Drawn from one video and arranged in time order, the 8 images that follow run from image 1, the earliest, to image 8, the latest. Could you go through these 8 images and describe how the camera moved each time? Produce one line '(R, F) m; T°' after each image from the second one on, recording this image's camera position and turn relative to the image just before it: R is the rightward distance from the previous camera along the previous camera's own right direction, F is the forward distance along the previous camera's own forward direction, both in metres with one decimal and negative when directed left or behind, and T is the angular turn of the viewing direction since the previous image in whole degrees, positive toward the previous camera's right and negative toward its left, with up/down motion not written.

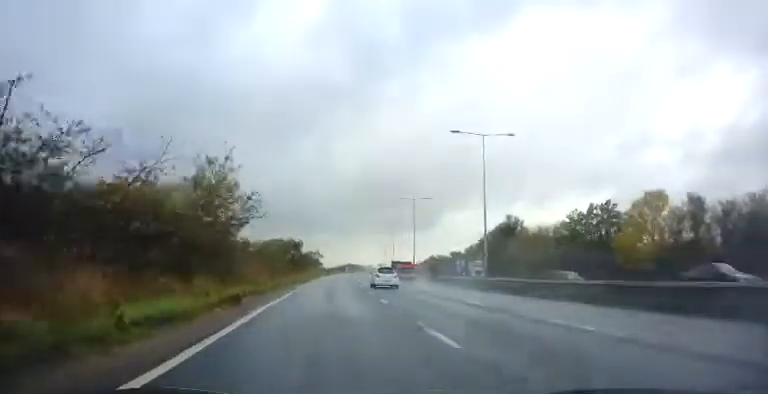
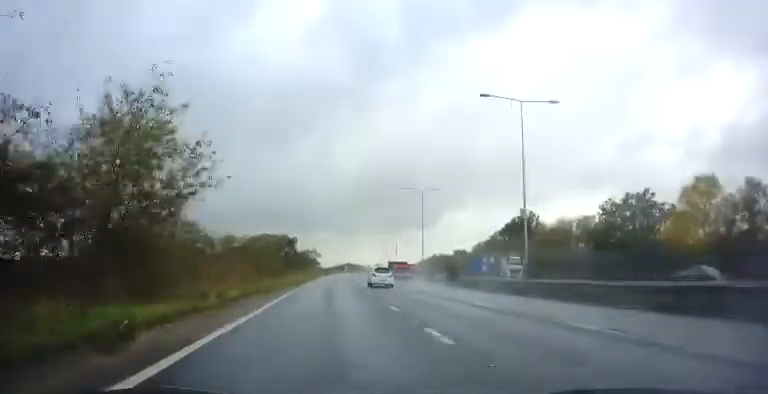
(-0.3, +8.1) m; +1°
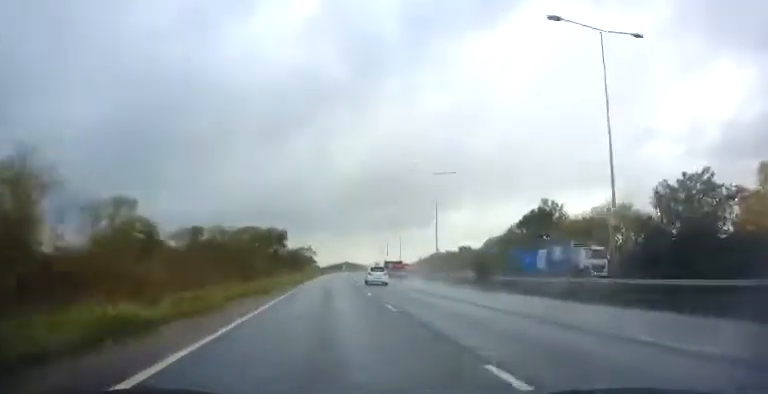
(+0.3, +10.1) m; +1°
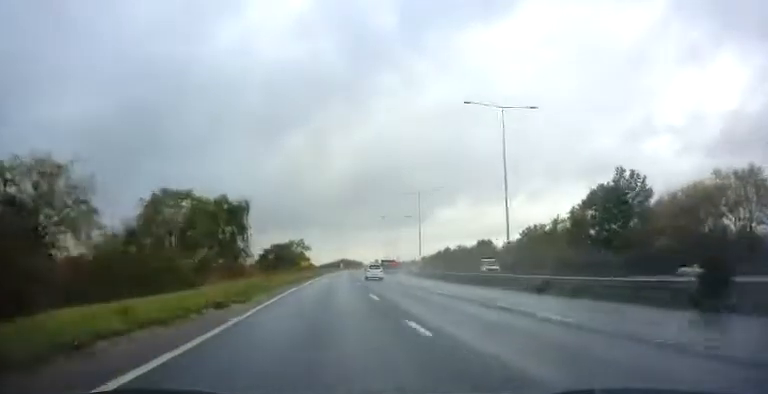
(+0.6, +22.3) m; +1°
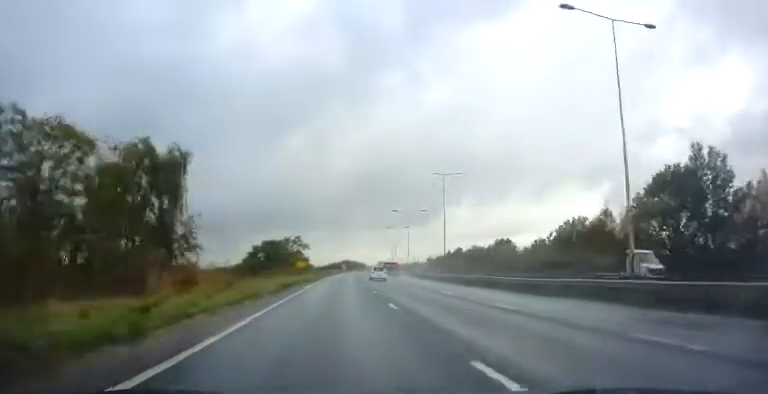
(-0.2, +13.6) m; -1°
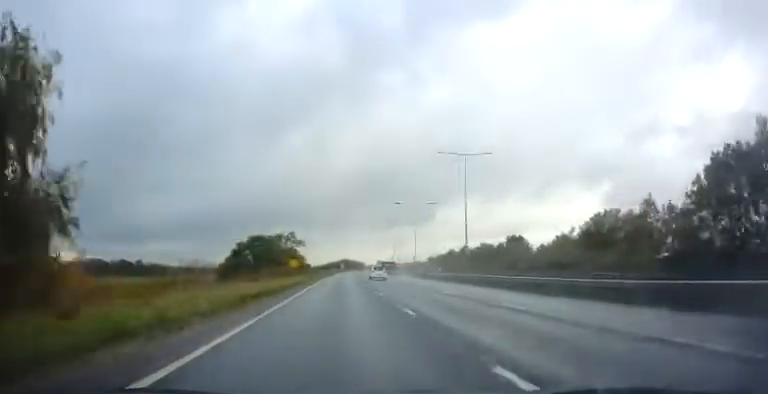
(0.0, +9.6) m; 0°
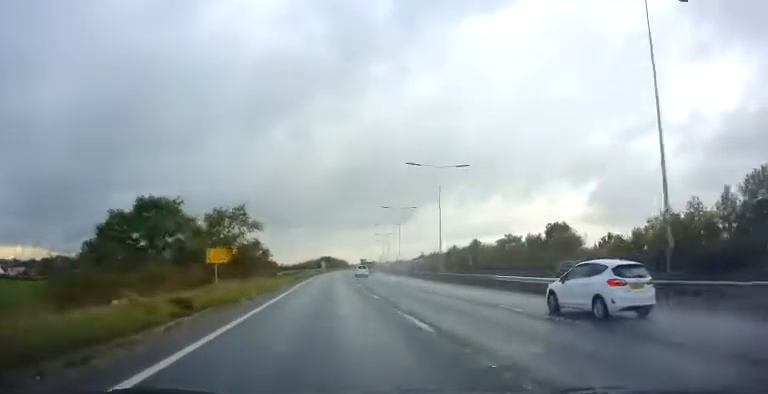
(+0.1, +30.3) m; +2°
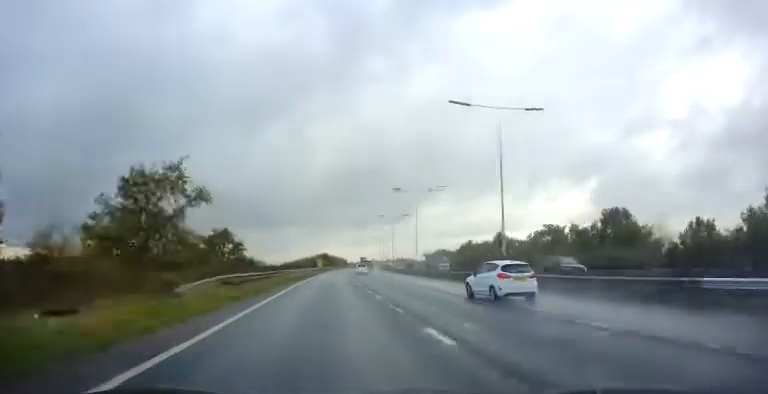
(+0.6, +19.4) m; 0°
